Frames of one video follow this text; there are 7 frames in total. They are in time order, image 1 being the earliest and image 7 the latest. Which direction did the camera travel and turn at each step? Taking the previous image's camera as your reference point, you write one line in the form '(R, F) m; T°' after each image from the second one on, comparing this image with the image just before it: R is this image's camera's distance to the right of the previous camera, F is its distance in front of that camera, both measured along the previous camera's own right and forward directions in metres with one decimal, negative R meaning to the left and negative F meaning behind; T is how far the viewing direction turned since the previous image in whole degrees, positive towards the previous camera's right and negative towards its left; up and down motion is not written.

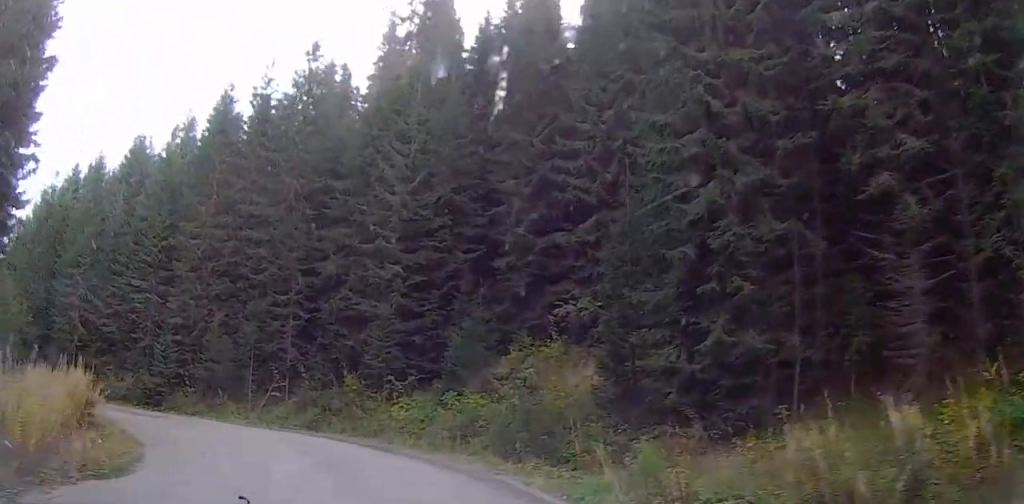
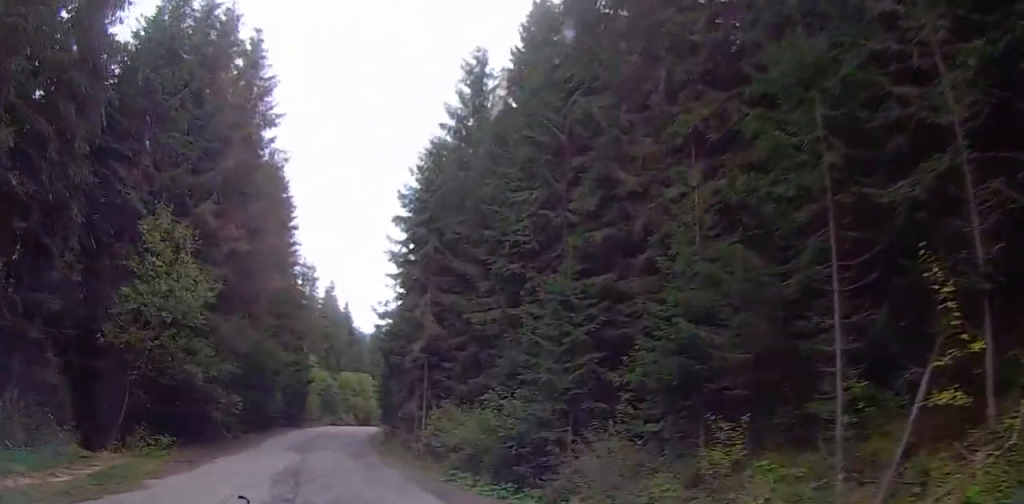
(-11.4, +26.5) m; -50°
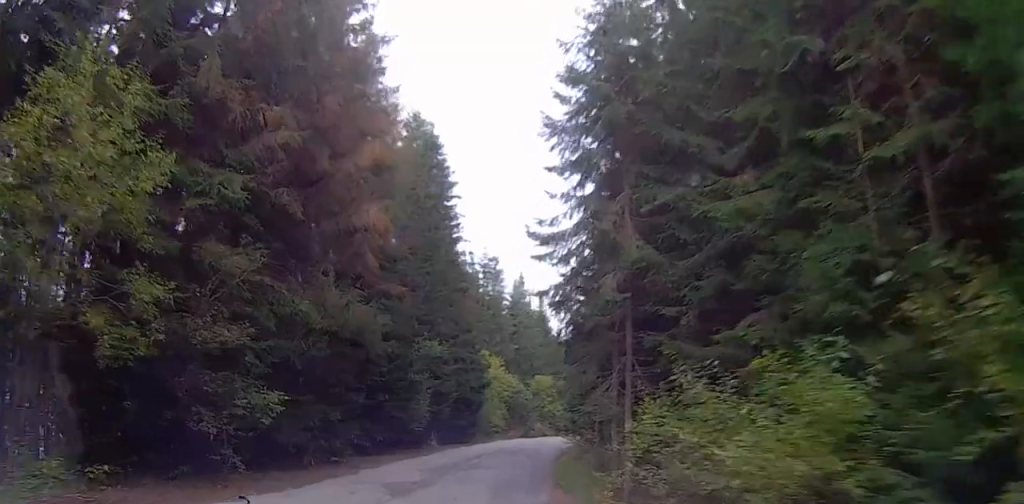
(-1.0, +12.1) m; -11°
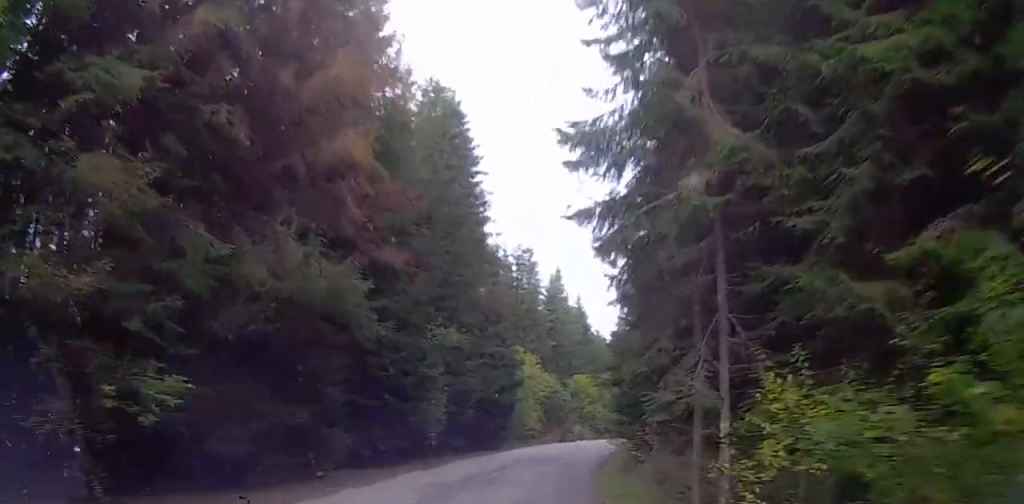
(+0.1, +5.2) m; -3°
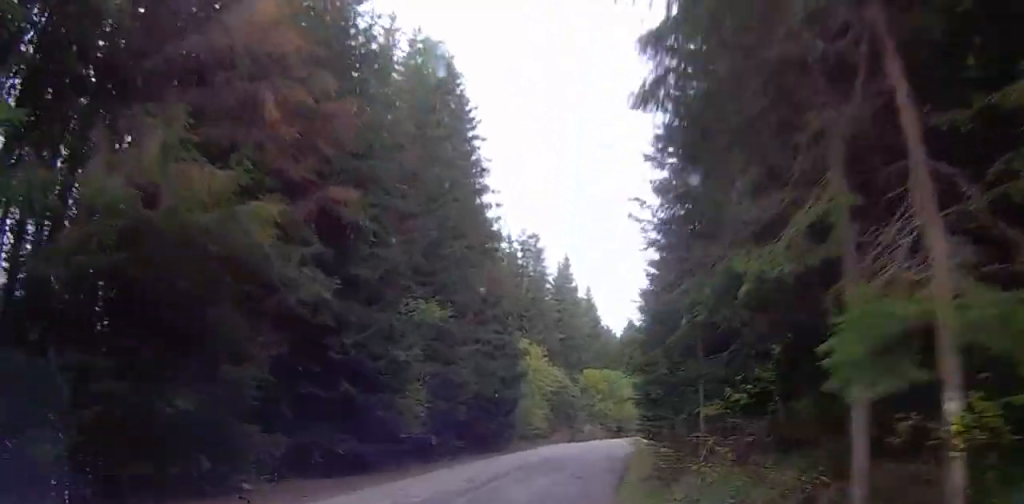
(-0.6, +5.1) m; -2°
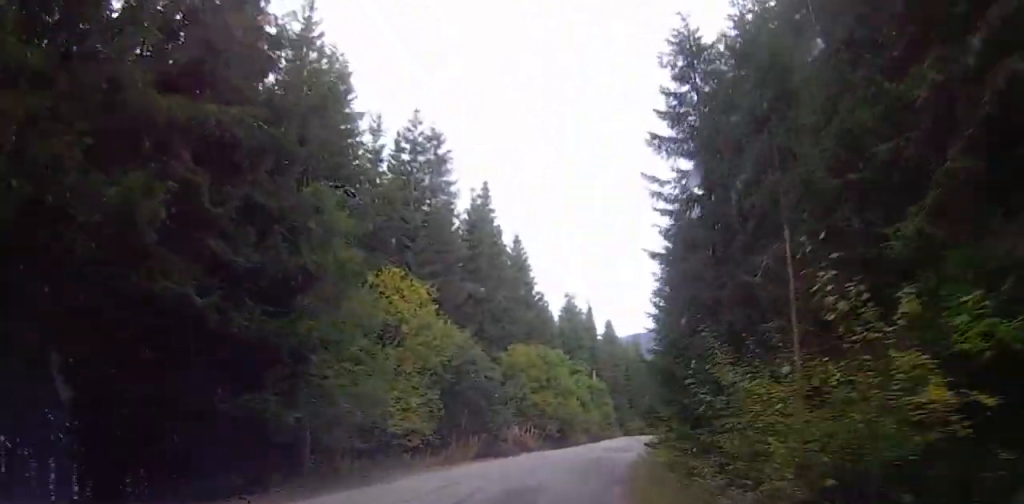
(-0.4, +24.1) m; +2°
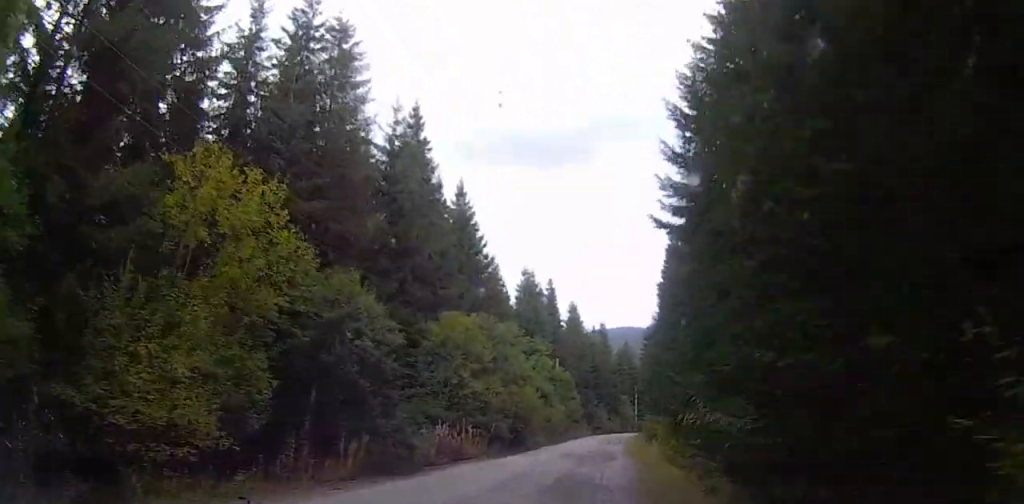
(+0.2, +13.0) m; +3°
